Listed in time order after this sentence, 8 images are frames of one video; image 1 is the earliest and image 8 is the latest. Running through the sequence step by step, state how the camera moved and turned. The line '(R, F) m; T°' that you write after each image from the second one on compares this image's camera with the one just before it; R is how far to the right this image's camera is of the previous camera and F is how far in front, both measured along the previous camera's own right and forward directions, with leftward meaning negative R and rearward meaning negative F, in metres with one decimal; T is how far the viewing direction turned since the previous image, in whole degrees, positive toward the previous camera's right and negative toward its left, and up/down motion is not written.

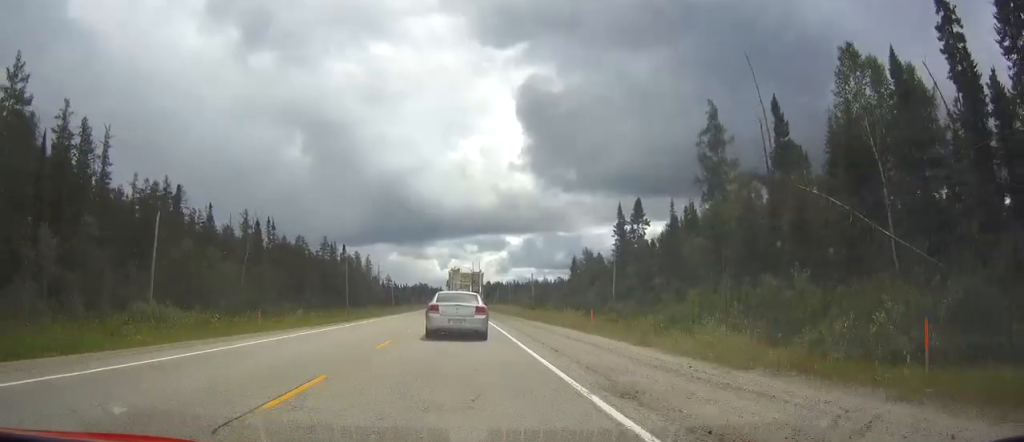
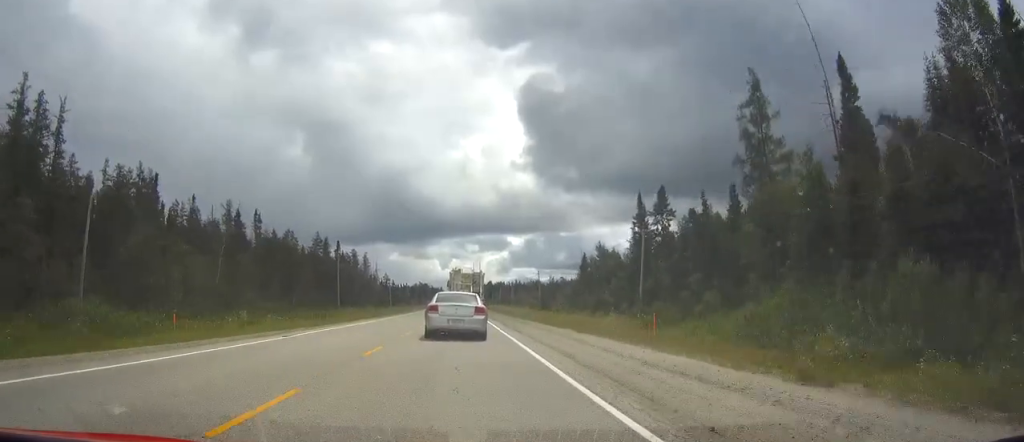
(0.0, +10.6) m; 0°
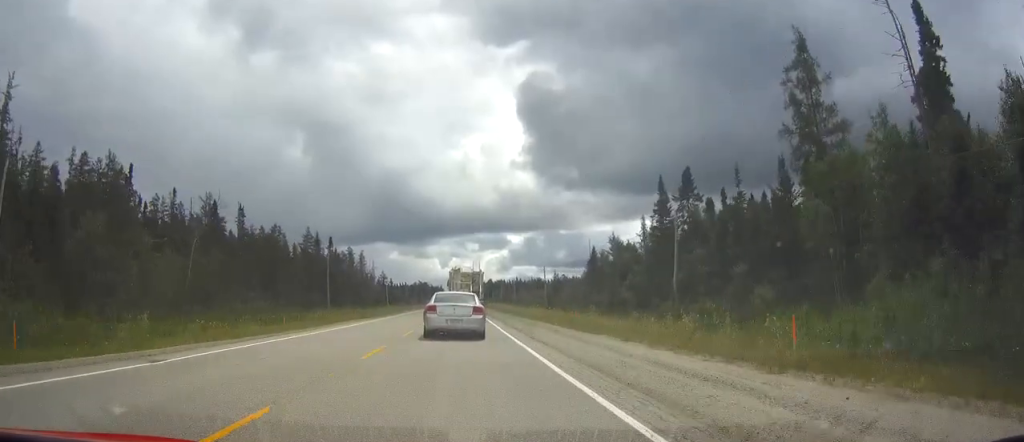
(0.0, +9.8) m; 0°
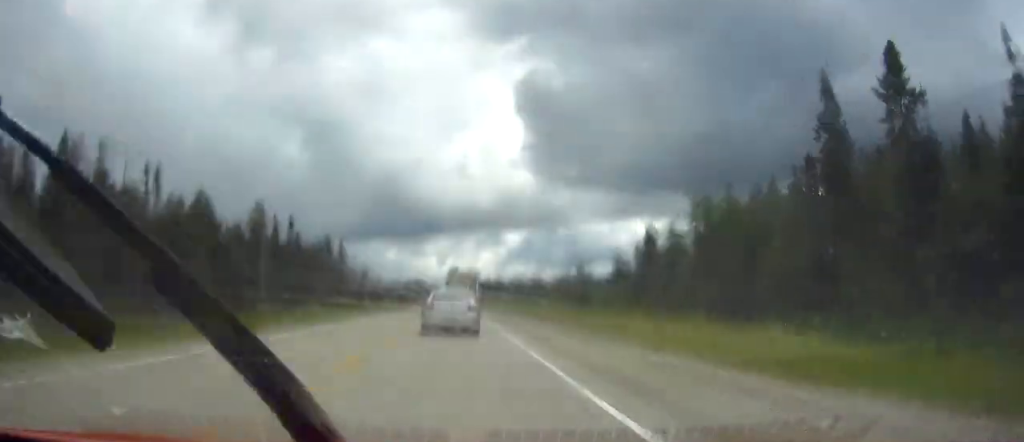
(-0.1, +38.1) m; 0°
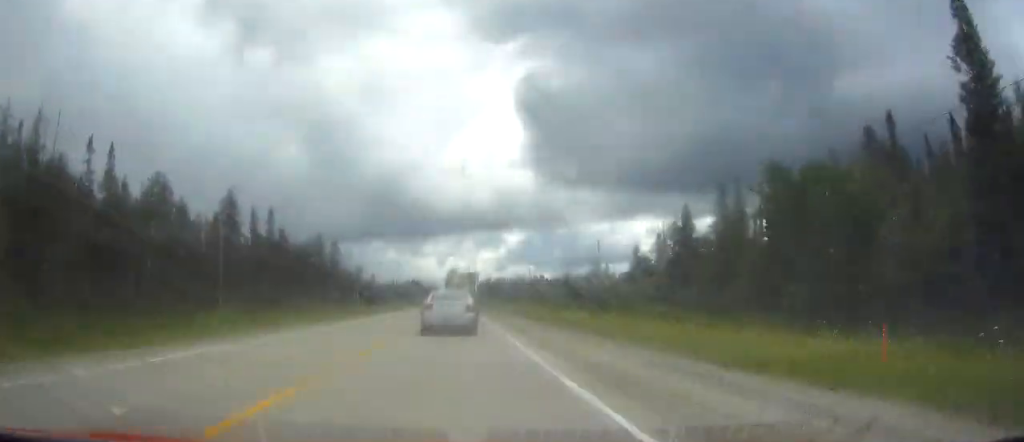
(0.0, +14.8) m; 0°
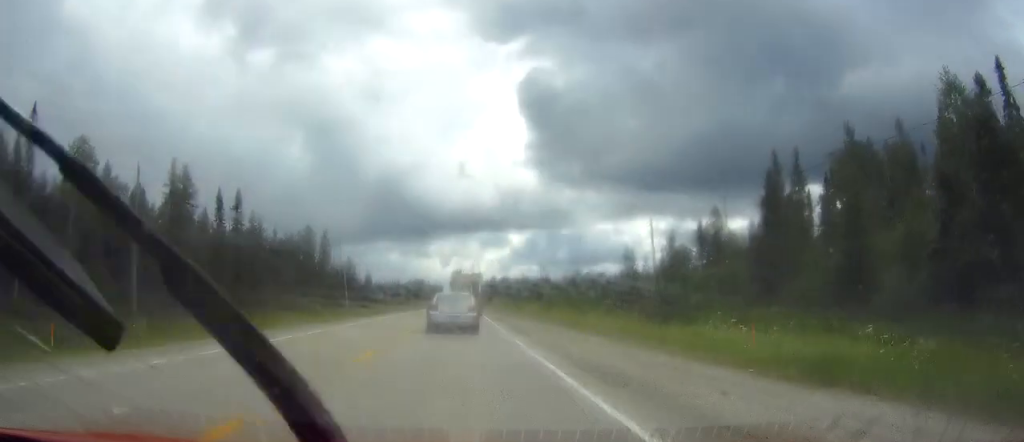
(-0.1, +19.8) m; 0°
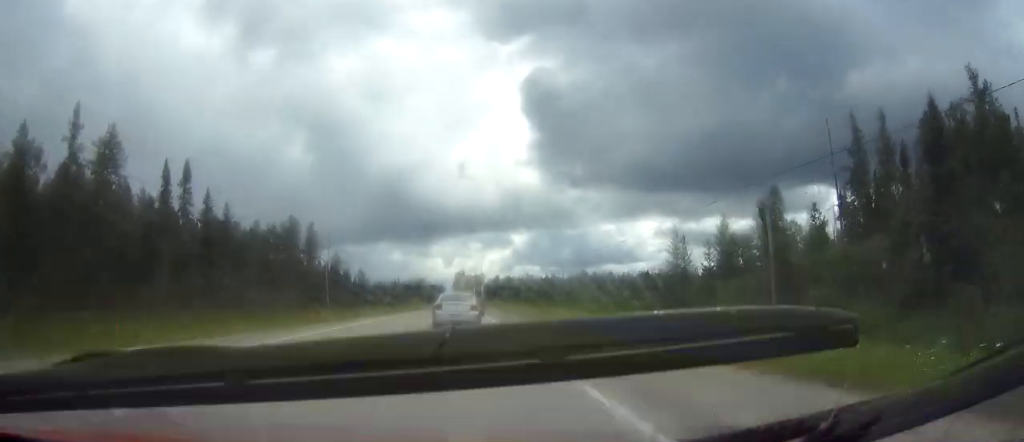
(0.0, +21.2) m; 0°
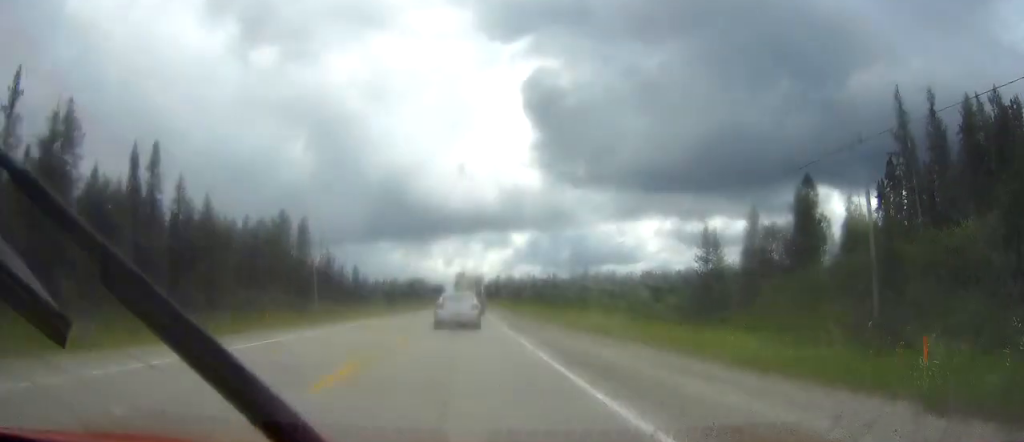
(0.0, +9.5) m; 0°
